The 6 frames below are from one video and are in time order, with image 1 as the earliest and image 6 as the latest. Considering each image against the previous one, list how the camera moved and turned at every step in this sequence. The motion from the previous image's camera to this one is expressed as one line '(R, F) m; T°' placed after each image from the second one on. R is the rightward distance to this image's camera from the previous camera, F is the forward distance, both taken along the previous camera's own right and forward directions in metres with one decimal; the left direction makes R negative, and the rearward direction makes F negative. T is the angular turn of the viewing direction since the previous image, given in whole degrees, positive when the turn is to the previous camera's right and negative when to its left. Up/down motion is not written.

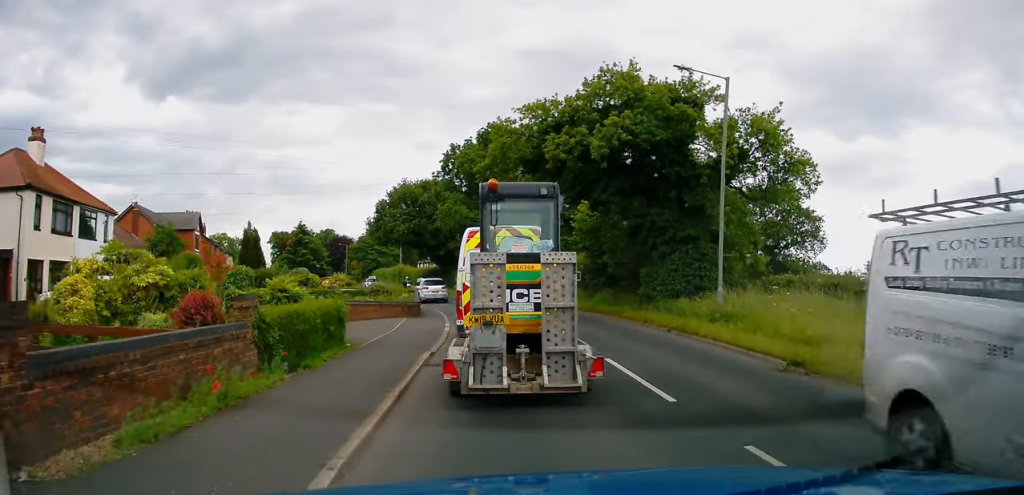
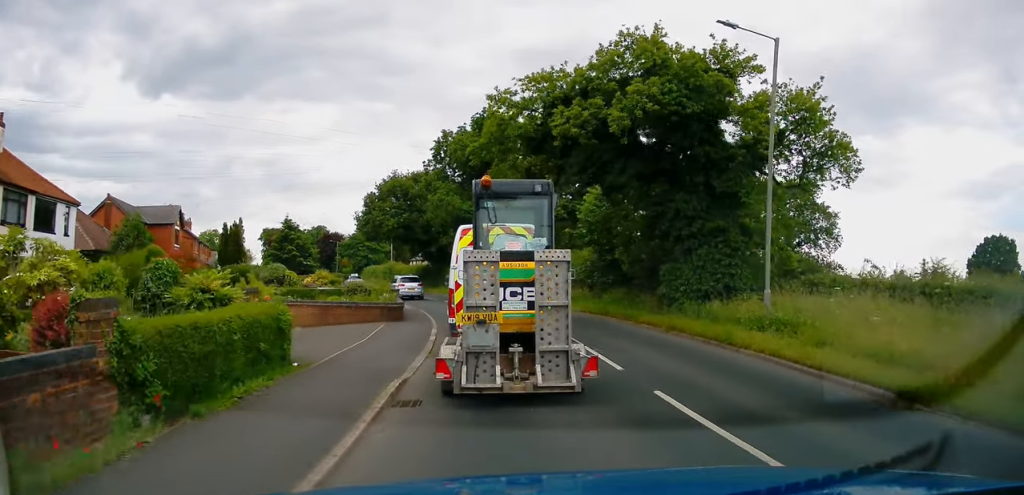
(0.0, +3.5) m; 0°
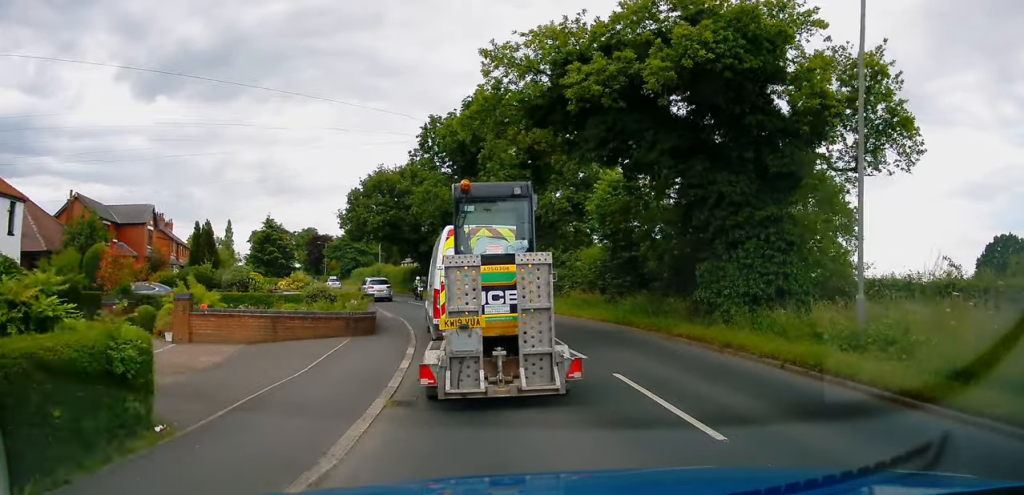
(+0.1, +4.1) m; +1°
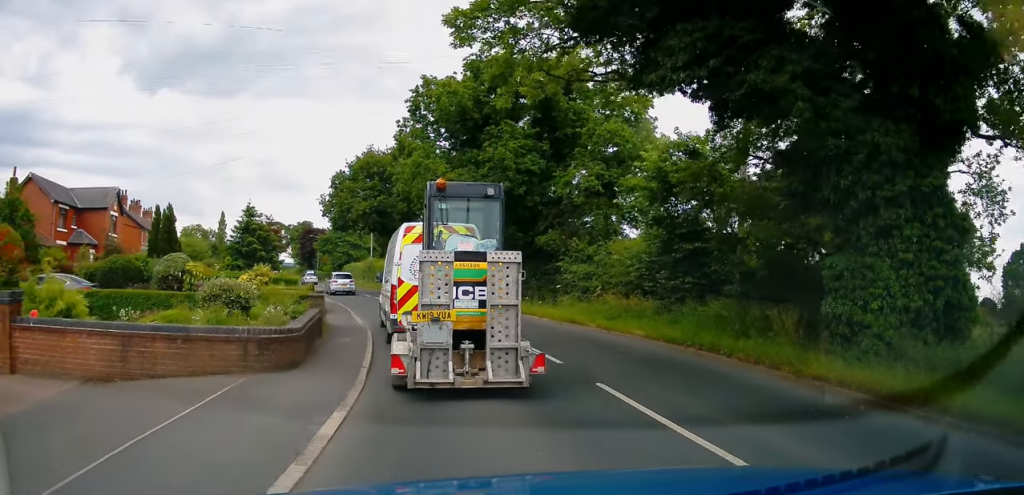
(+0.1, +6.7) m; 0°
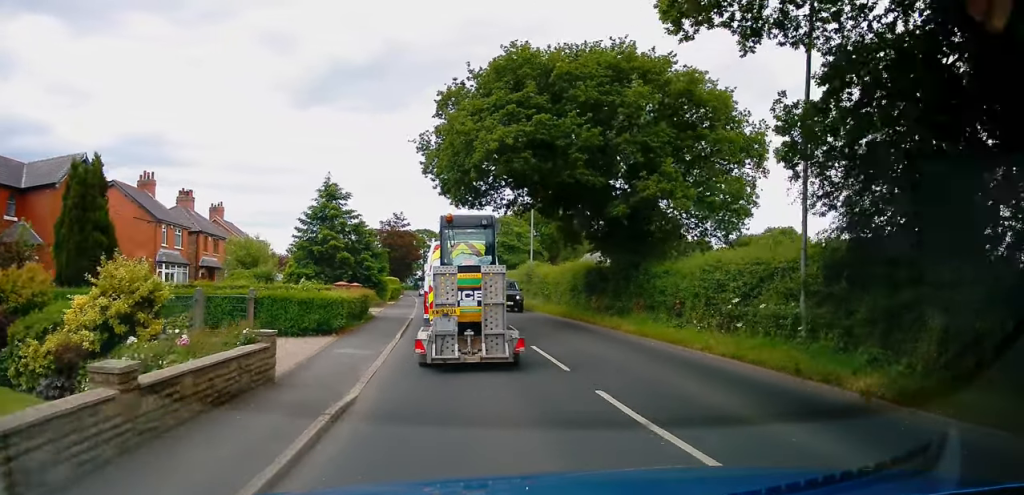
(-2.2, +23.1) m; -14°
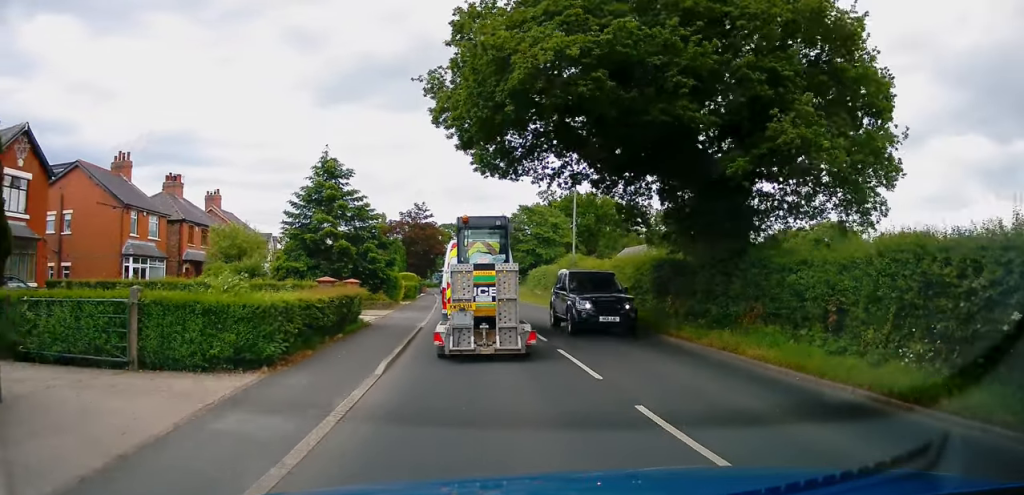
(-0.4, +7.0) m; -3°
